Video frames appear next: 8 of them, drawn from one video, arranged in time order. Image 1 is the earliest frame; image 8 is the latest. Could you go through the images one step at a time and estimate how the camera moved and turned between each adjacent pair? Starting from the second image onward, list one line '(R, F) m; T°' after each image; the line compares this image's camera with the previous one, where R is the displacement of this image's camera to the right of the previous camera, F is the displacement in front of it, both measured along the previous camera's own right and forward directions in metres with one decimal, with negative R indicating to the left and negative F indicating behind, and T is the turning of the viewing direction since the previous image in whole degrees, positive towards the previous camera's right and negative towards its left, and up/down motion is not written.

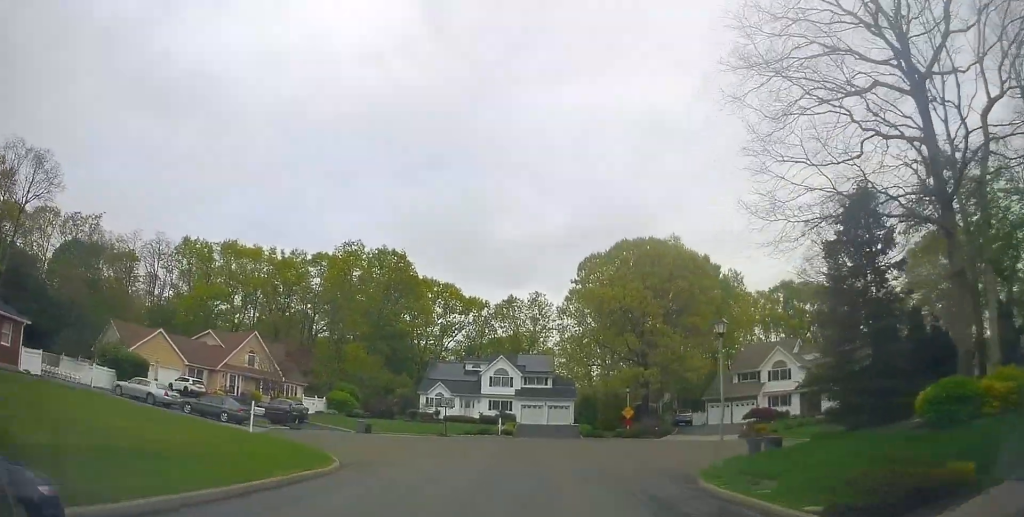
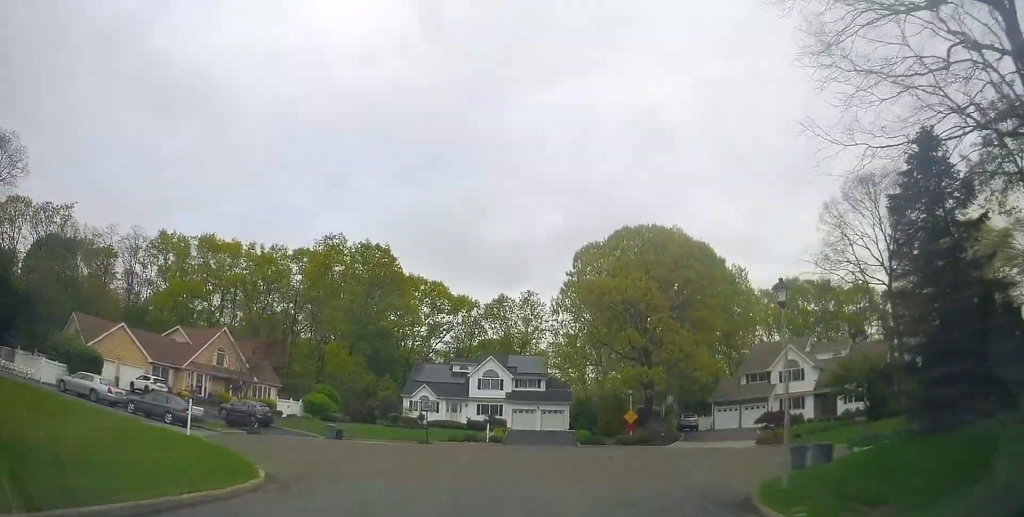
(-0.1, +4.4) m; +1°
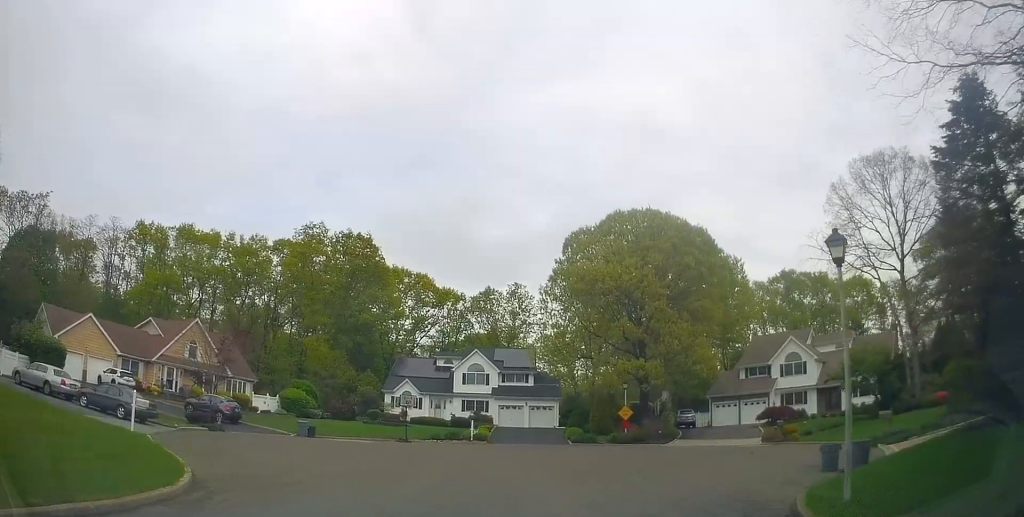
(+0.1, +2.8) m; +2°
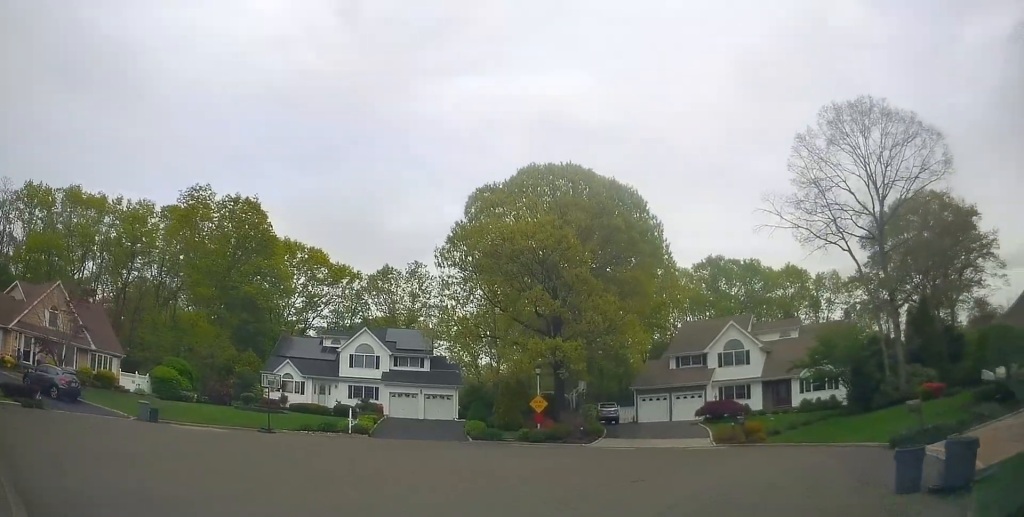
(+0.2, +7.5) m; +5°
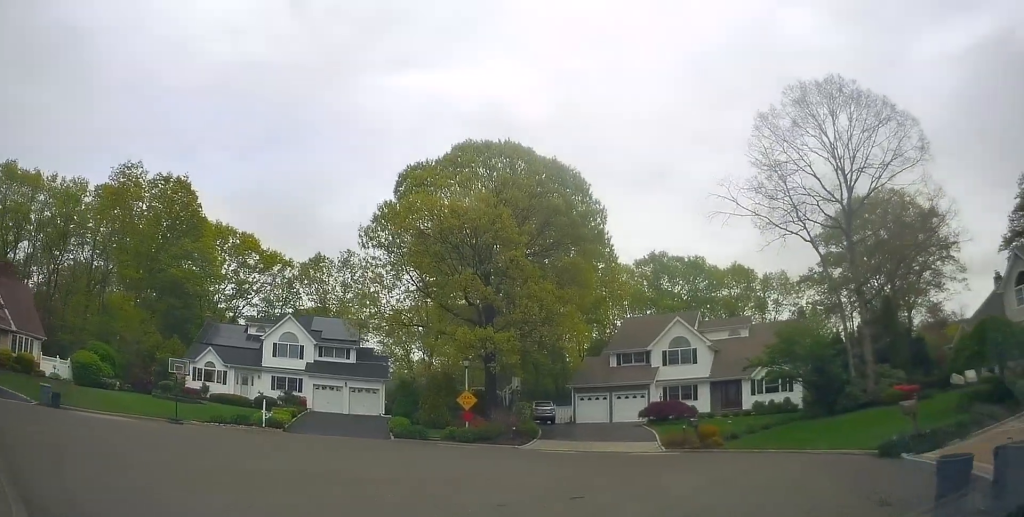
(+0.1, +2.8) m; +6°
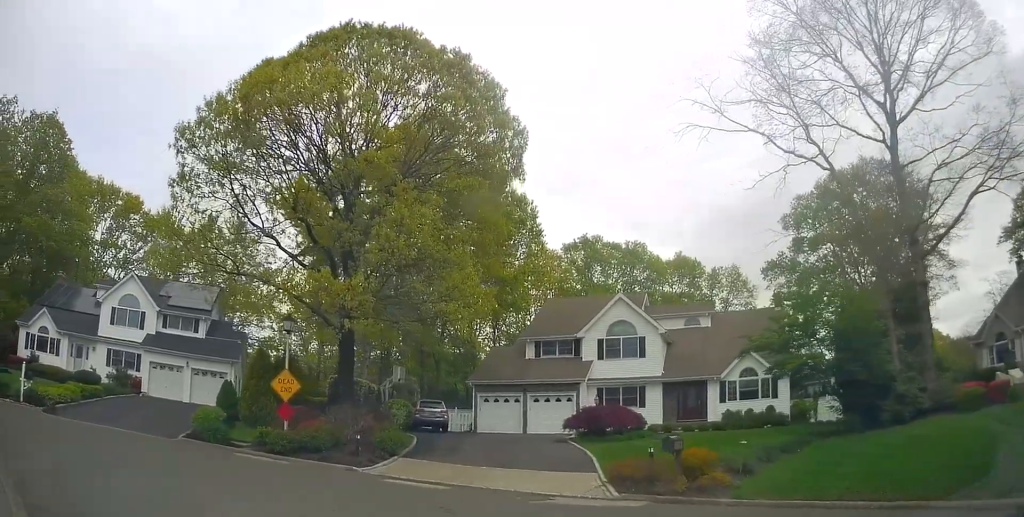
(+1.6, +10.8) m; +2°
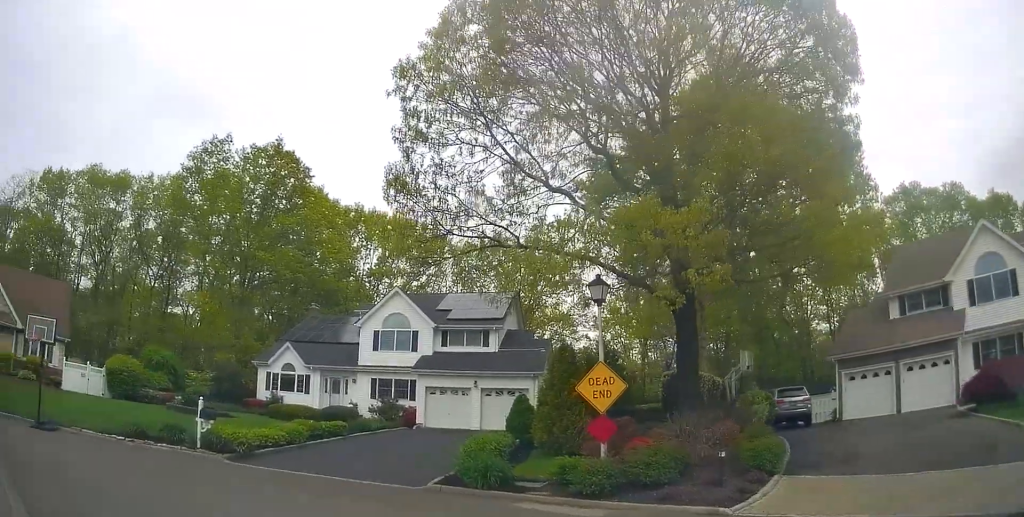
(-1.3, +7.0) m; -26°
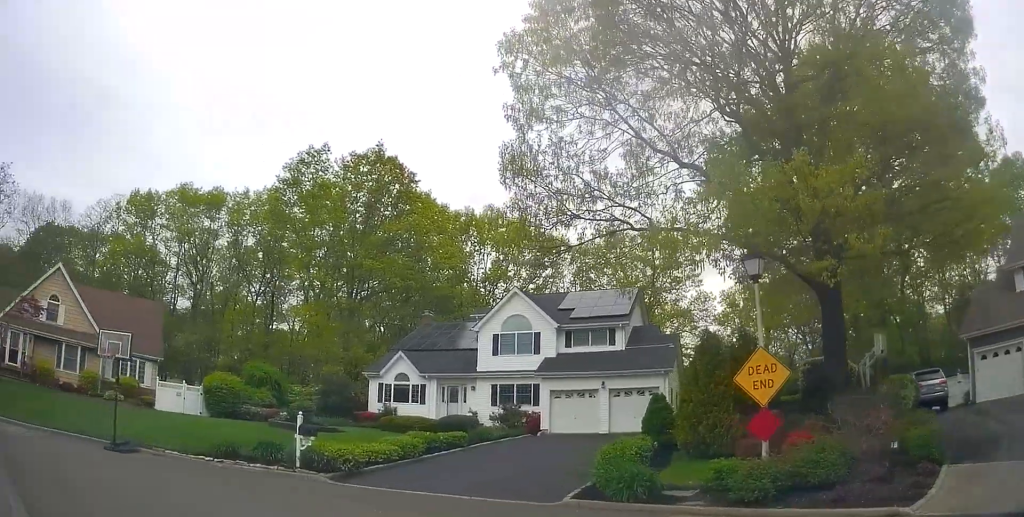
(-0.2, +1.5) m; -12°
